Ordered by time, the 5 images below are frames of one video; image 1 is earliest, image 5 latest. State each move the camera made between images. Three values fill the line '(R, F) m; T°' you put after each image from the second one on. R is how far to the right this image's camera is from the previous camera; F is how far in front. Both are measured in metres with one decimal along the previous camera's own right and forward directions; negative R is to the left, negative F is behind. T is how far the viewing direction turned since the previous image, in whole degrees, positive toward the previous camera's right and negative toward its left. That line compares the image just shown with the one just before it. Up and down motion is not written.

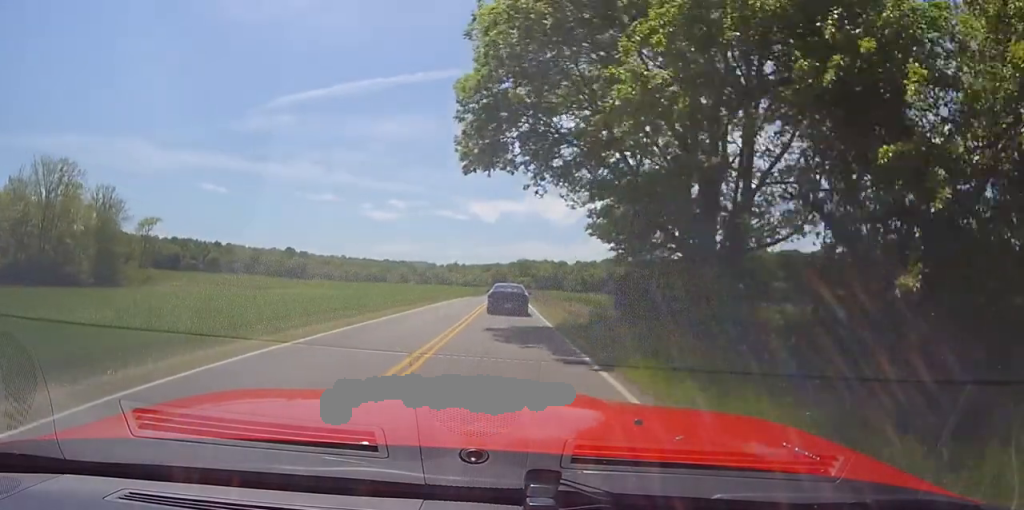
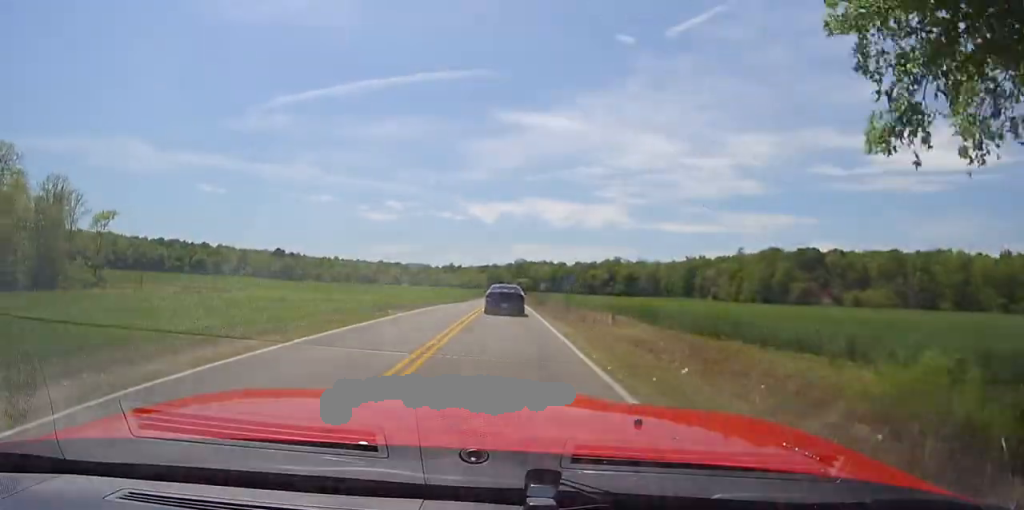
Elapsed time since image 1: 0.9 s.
(0.0, +14.1) m; 0°
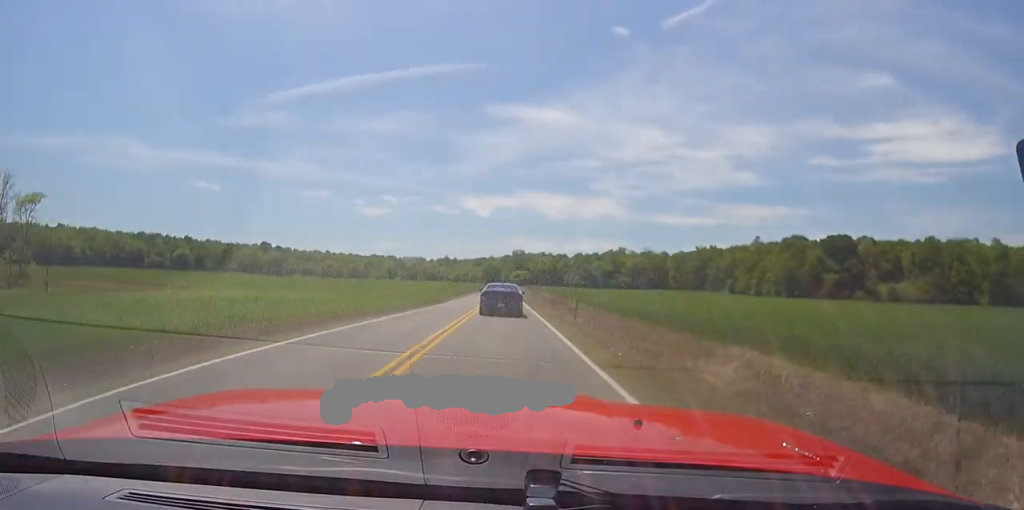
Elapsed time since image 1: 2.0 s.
(0.0, +22.1) m; 0°
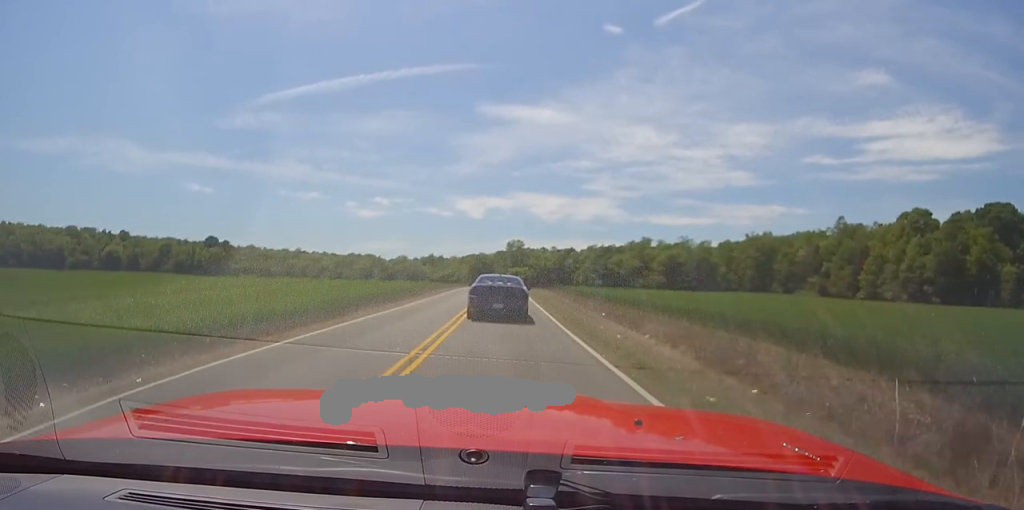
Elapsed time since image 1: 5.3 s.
(+0.4, +81.2) m; +1°
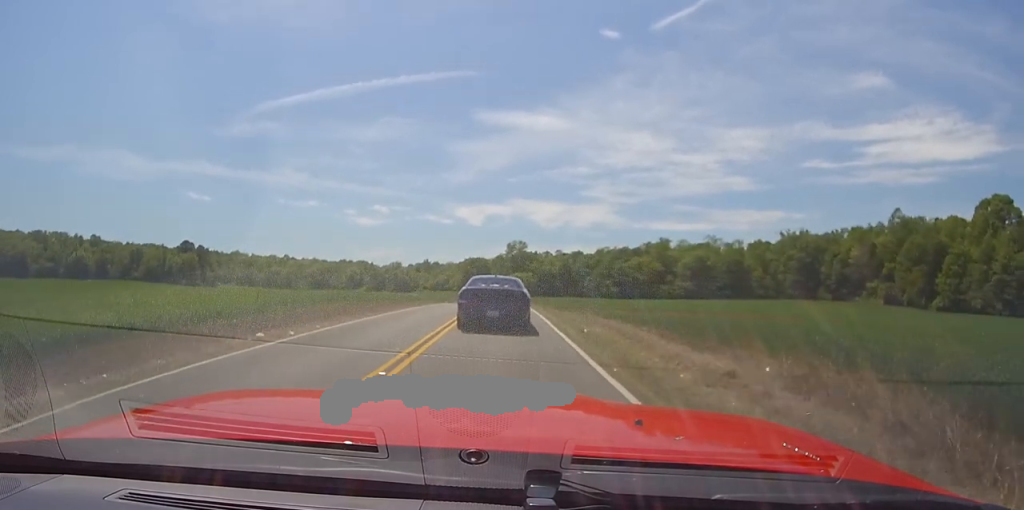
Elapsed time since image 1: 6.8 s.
(+0.3, +36.6) m; 0°
